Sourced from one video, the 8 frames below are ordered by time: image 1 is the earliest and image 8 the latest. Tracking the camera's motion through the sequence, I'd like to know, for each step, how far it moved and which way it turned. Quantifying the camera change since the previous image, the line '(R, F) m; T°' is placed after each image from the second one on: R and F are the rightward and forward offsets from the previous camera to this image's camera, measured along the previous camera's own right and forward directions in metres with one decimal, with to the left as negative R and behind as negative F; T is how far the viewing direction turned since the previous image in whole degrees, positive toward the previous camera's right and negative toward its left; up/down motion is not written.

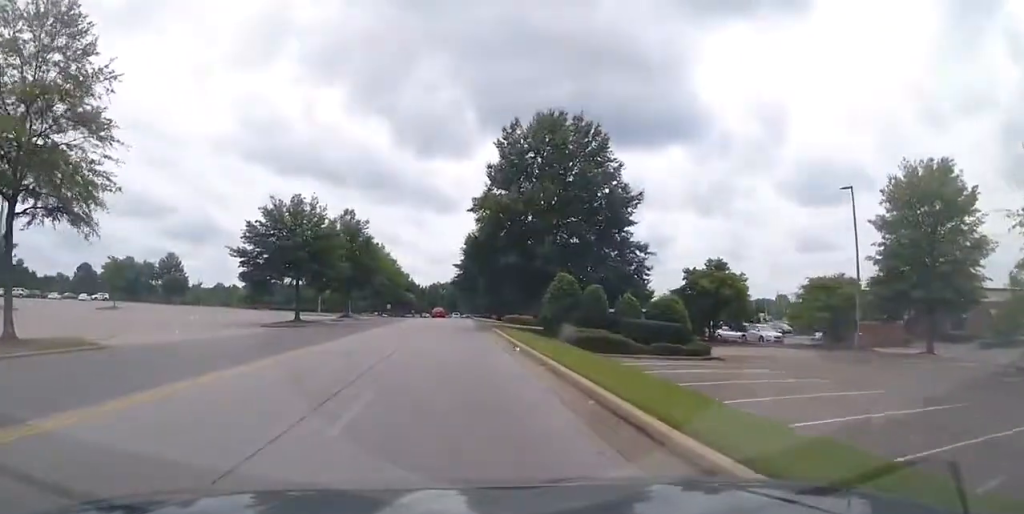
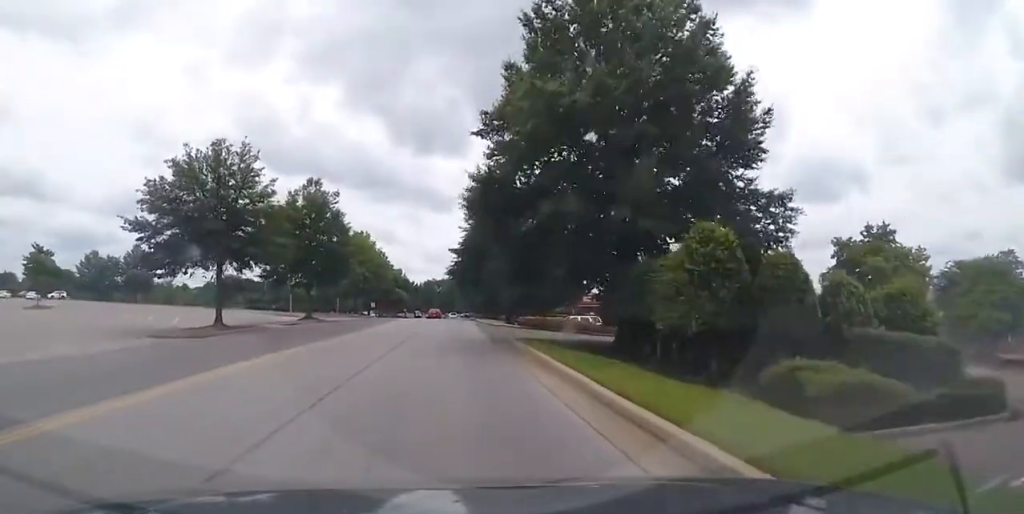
(+0.4, +16.9) m; +1°
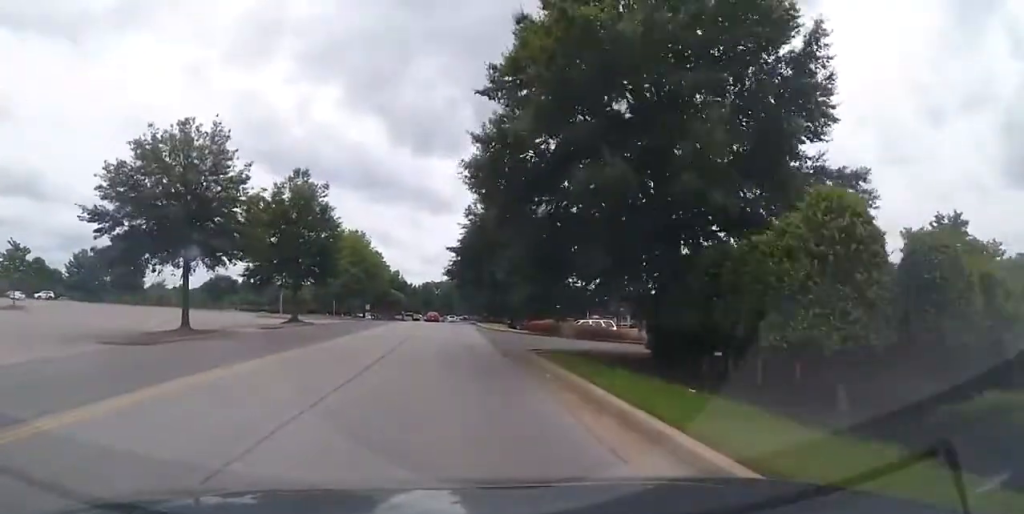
(0.0, +4.2) m; 0°
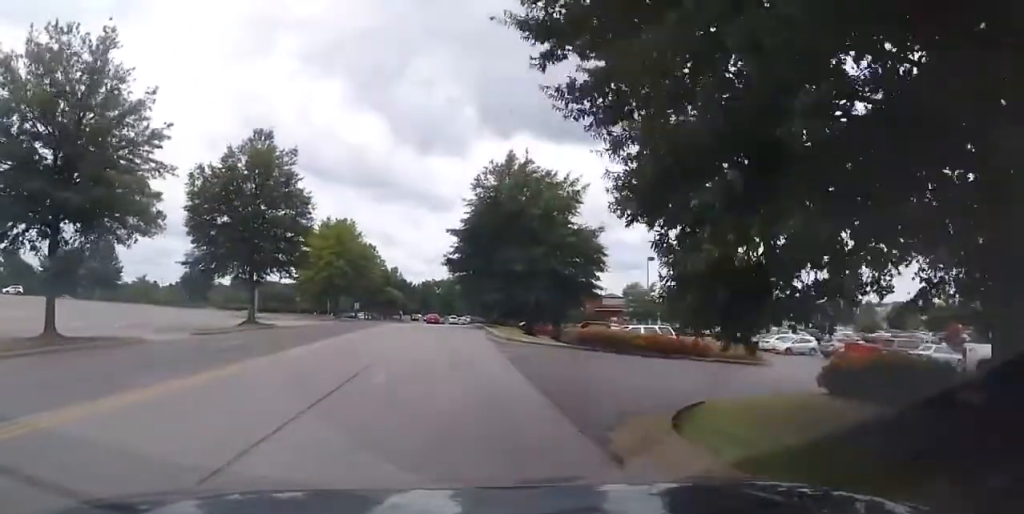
(-0.1, +11.0) m; -1°
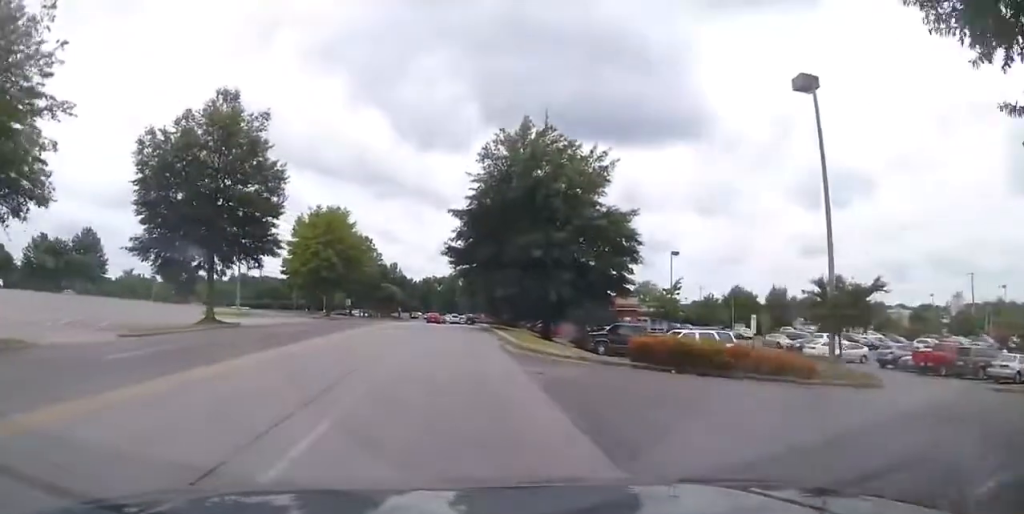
(0.0, +6.7) m; 0°
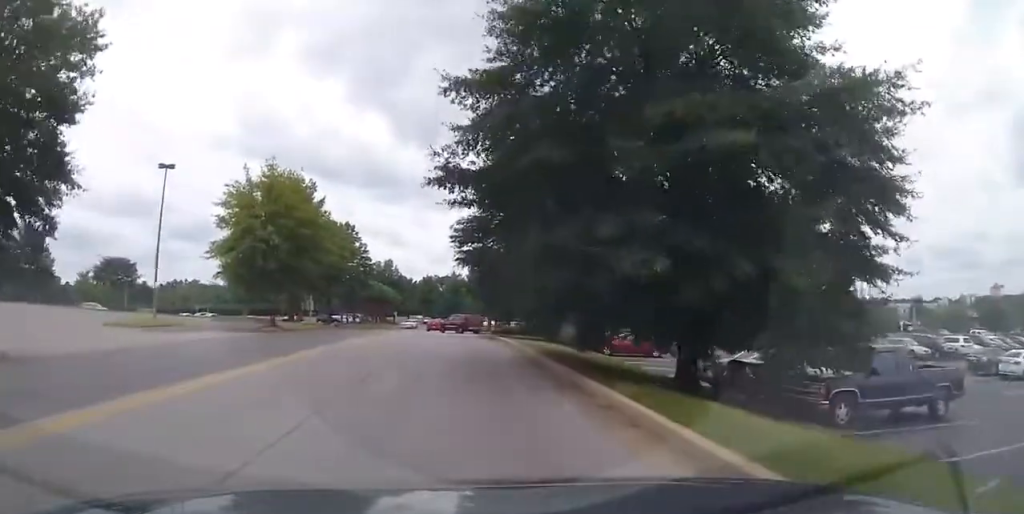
(0.0, +19.6) m; 0°
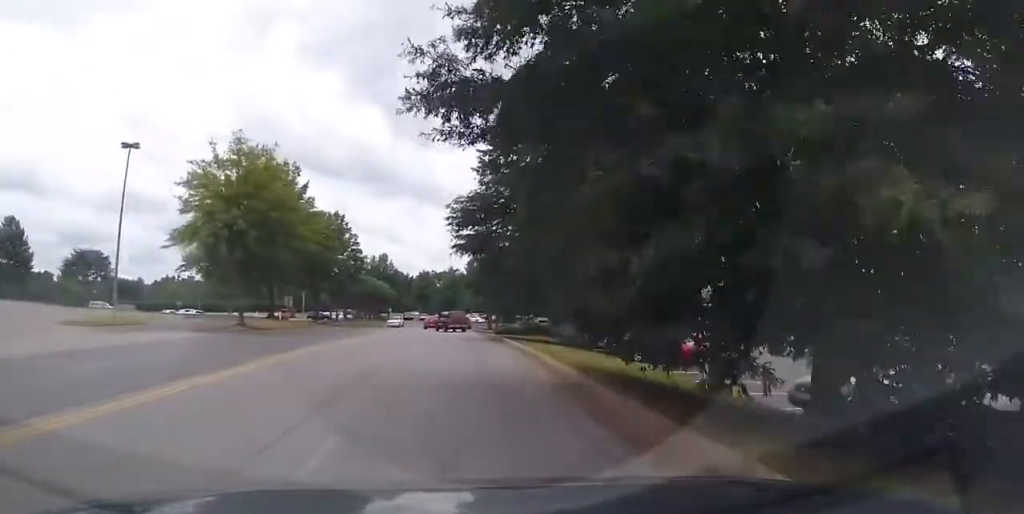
(0.0, +5.6) m; 0°
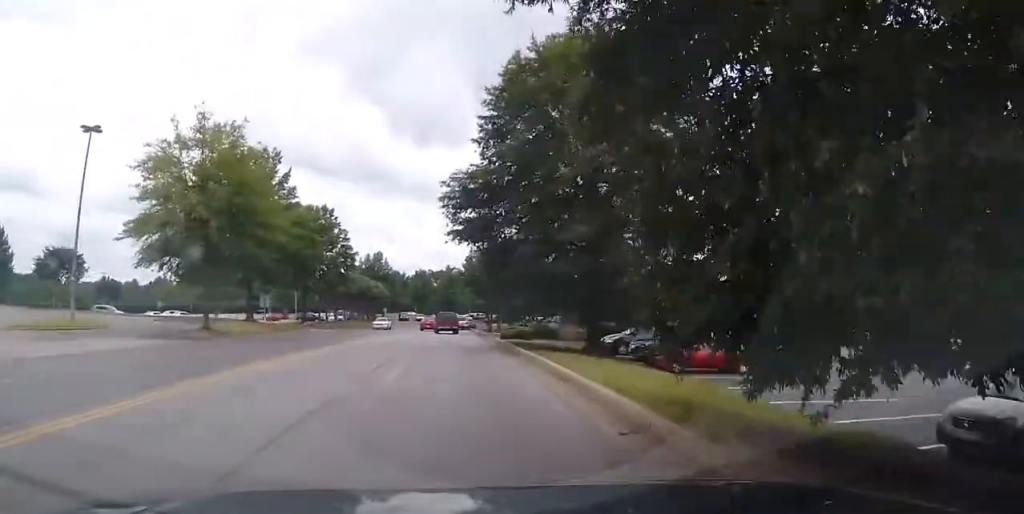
(0.0, +4.8) m; 0°
